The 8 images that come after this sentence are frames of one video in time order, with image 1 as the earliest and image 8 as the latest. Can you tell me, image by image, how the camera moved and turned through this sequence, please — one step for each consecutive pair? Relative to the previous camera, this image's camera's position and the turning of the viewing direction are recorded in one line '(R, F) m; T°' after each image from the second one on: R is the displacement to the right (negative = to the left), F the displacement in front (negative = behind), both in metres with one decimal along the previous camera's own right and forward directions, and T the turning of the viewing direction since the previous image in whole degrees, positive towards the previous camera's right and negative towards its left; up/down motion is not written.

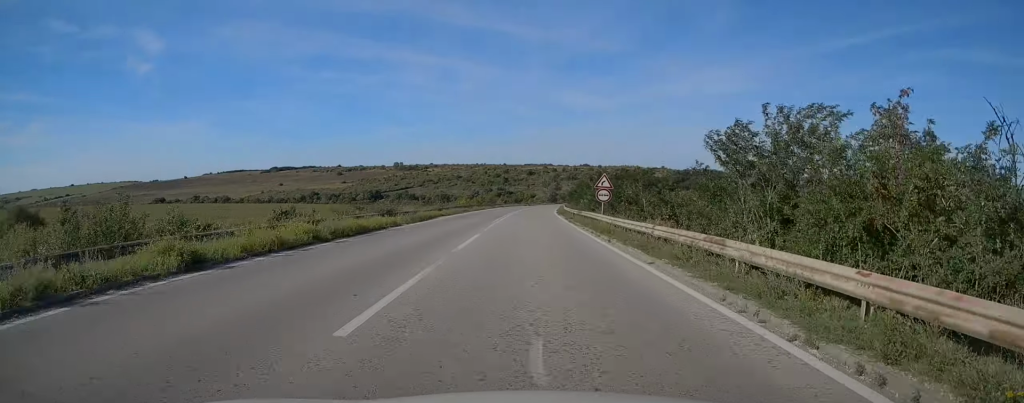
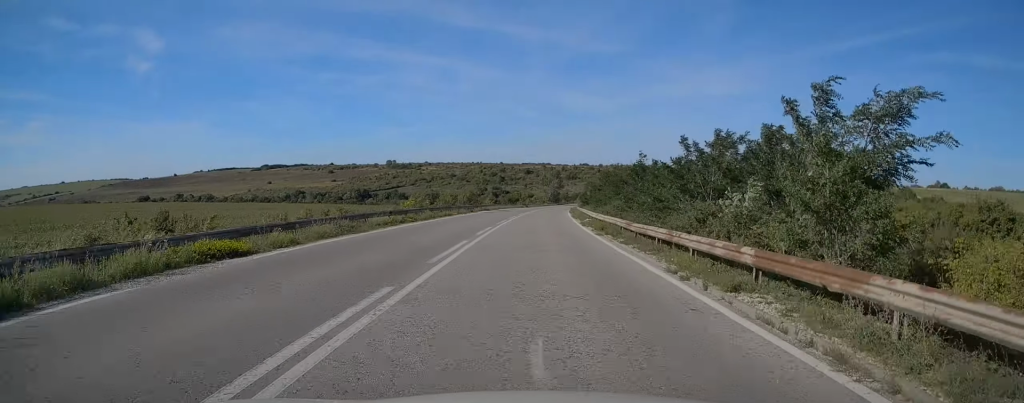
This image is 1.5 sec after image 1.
(0.0, +31.0) m; +1°
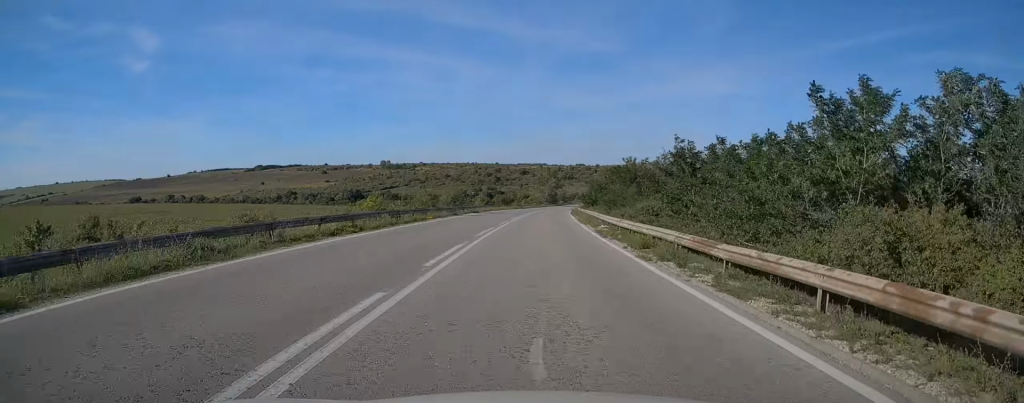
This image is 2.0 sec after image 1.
(+0.1, +9.6) m; 0°
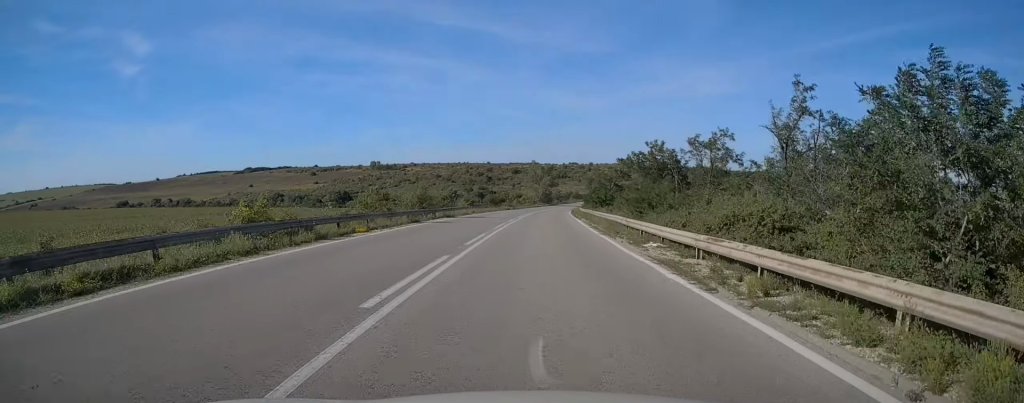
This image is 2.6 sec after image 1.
(+0.1, +13.1) m; +1°
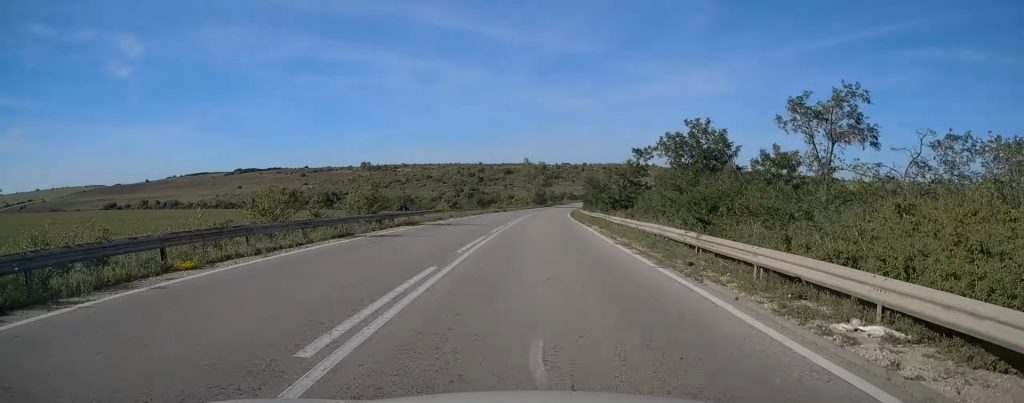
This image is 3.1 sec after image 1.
(0.0, +11.1) m; 0°
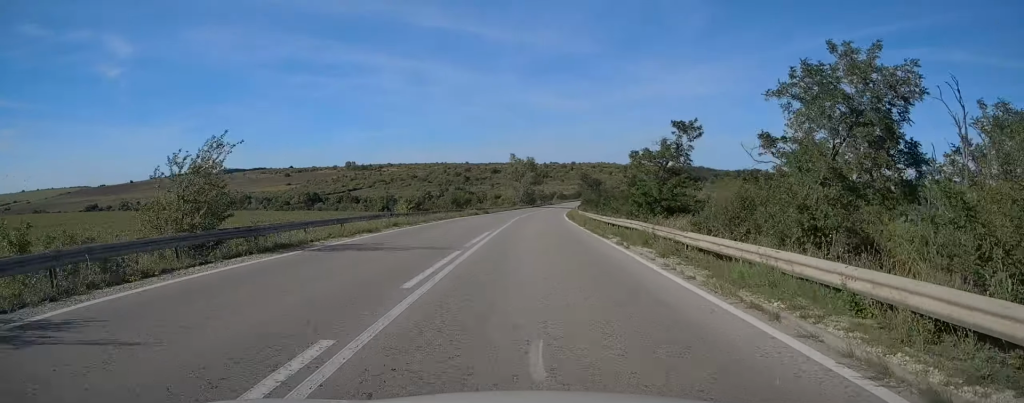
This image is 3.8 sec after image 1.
(+0.1, +14.6) m; +1°
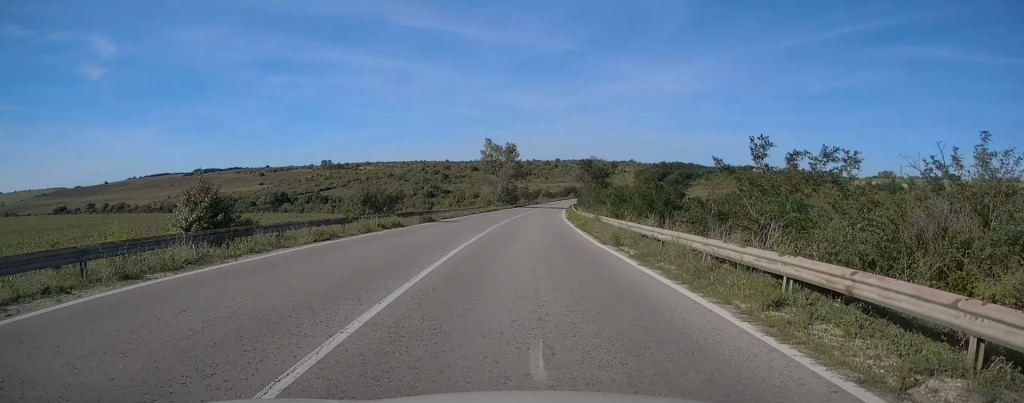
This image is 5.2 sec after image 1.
(+0.2, +28.6) m; +1°
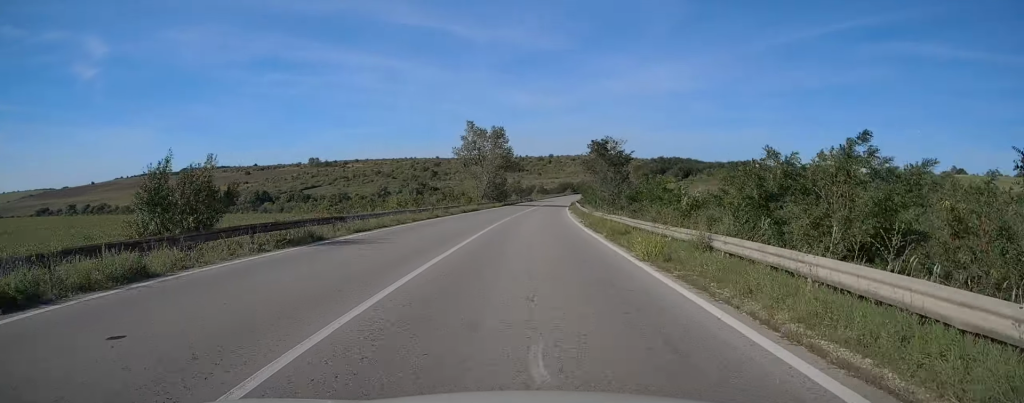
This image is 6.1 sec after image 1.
(+0.3, +19.4) m; +1°
